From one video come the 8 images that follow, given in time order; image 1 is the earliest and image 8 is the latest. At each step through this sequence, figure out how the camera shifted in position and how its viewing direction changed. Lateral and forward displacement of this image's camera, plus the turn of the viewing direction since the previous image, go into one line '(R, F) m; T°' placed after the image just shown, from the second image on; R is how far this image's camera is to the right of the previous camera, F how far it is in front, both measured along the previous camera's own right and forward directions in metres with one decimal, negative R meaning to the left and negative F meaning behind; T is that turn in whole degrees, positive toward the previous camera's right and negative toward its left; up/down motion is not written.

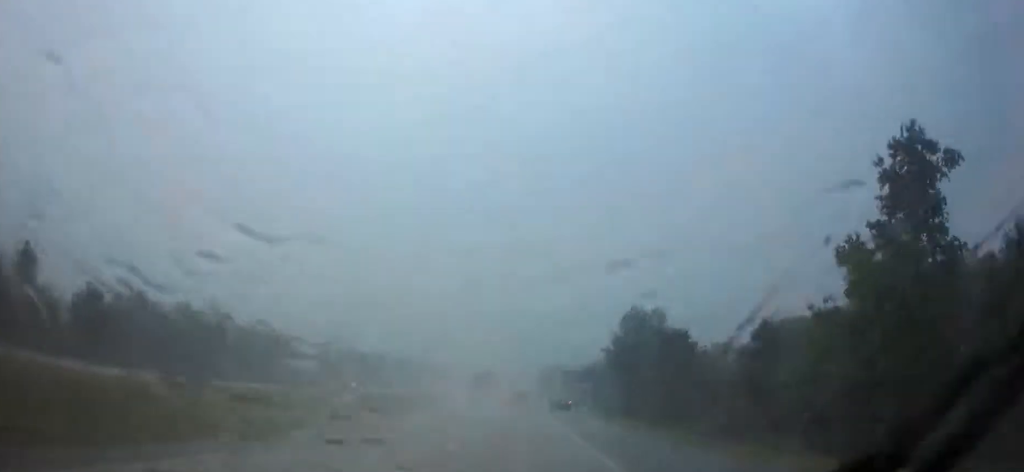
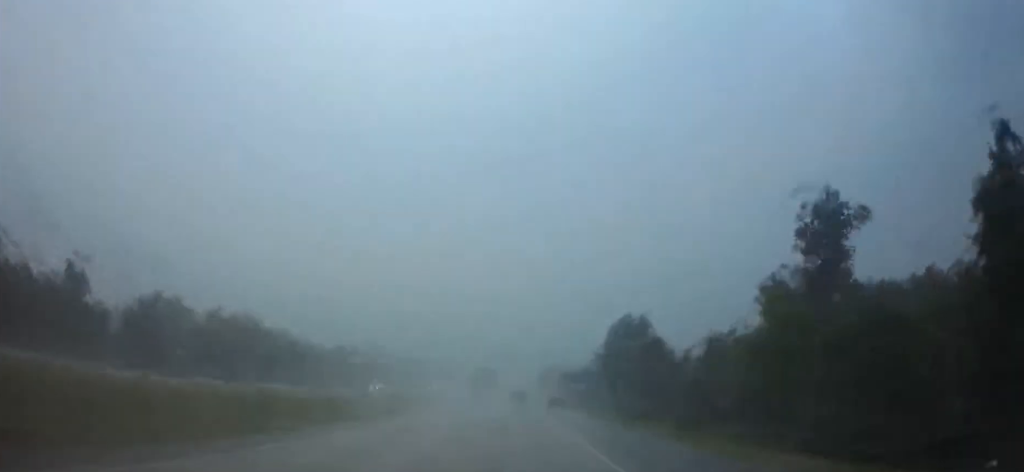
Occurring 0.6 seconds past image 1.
(0.0, +10.1) m; 0°
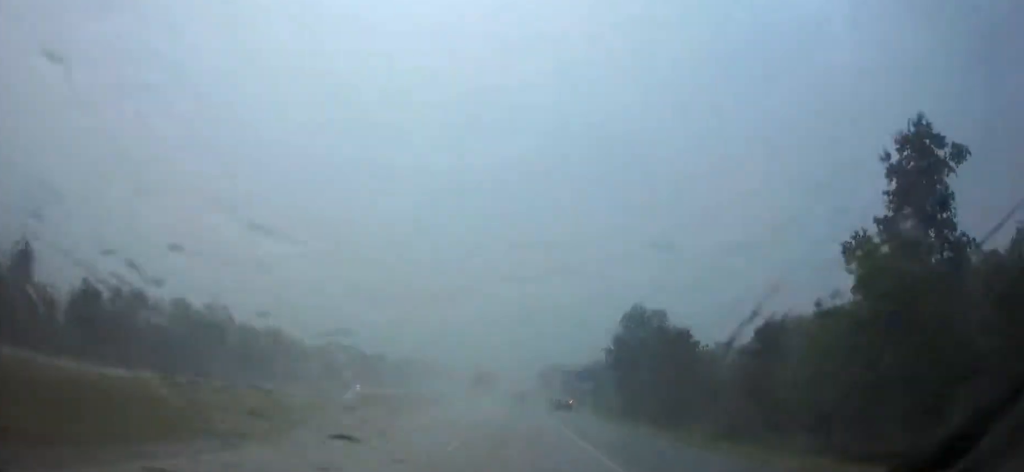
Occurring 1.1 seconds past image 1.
(0.0, +9.3) m; 0°
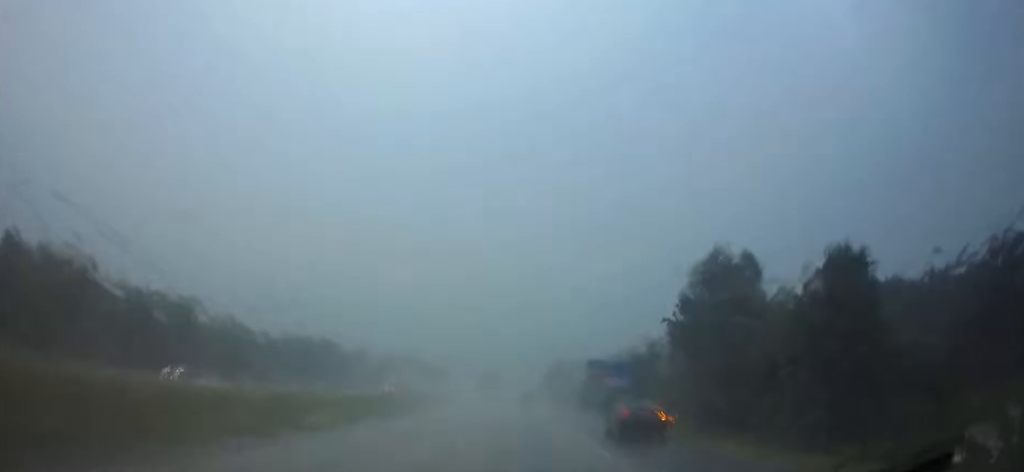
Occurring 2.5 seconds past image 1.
(-0.2, +31.2) m; 0°
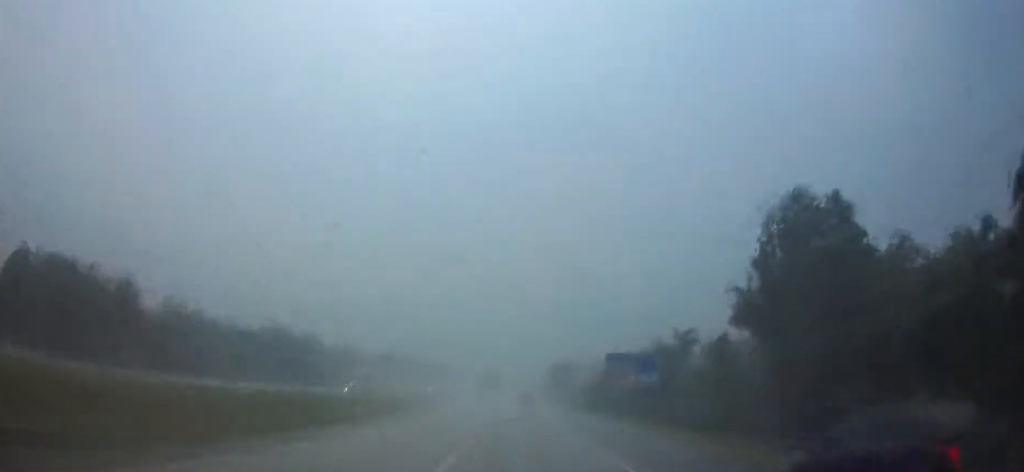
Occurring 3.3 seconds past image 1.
(-0.1, +16.8) m; 0°
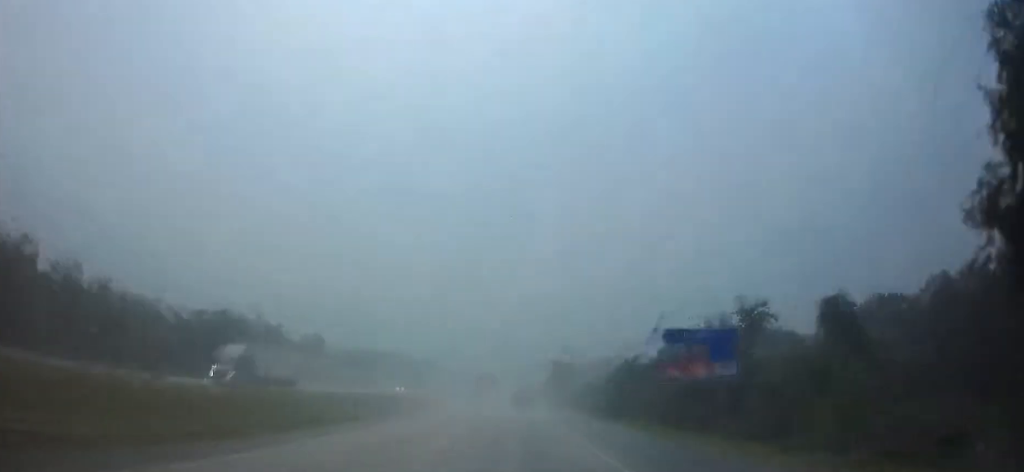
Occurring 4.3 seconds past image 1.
(+0.2, +24.7) m; 0°
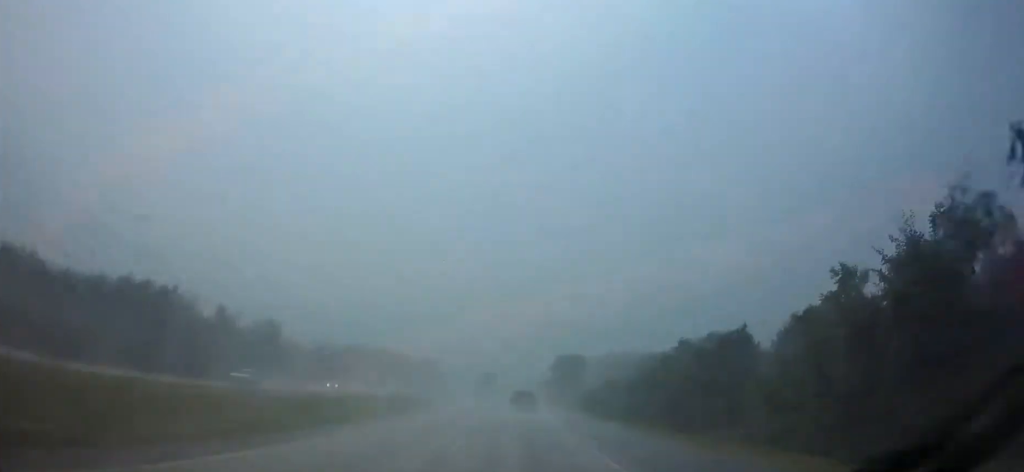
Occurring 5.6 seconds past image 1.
(-0.1, +31.5) m; 0°
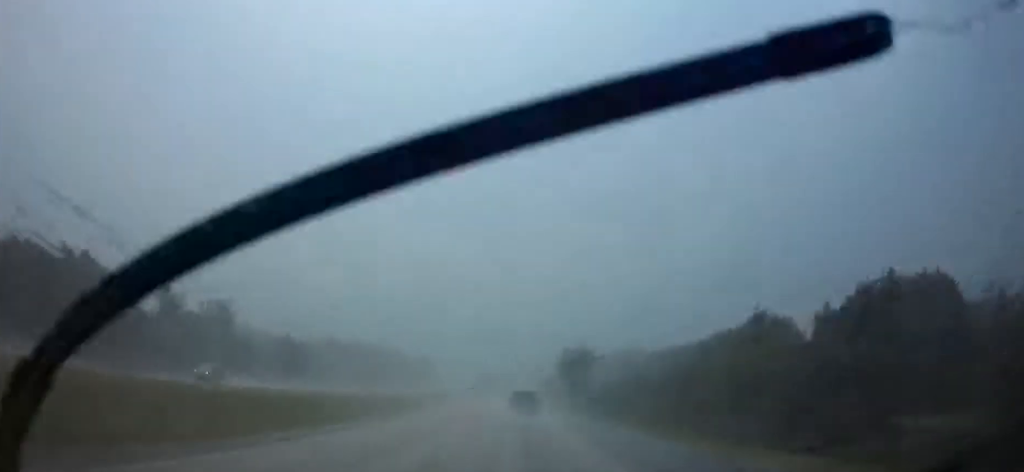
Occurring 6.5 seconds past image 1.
(0.0, +21.8) m; 0°
